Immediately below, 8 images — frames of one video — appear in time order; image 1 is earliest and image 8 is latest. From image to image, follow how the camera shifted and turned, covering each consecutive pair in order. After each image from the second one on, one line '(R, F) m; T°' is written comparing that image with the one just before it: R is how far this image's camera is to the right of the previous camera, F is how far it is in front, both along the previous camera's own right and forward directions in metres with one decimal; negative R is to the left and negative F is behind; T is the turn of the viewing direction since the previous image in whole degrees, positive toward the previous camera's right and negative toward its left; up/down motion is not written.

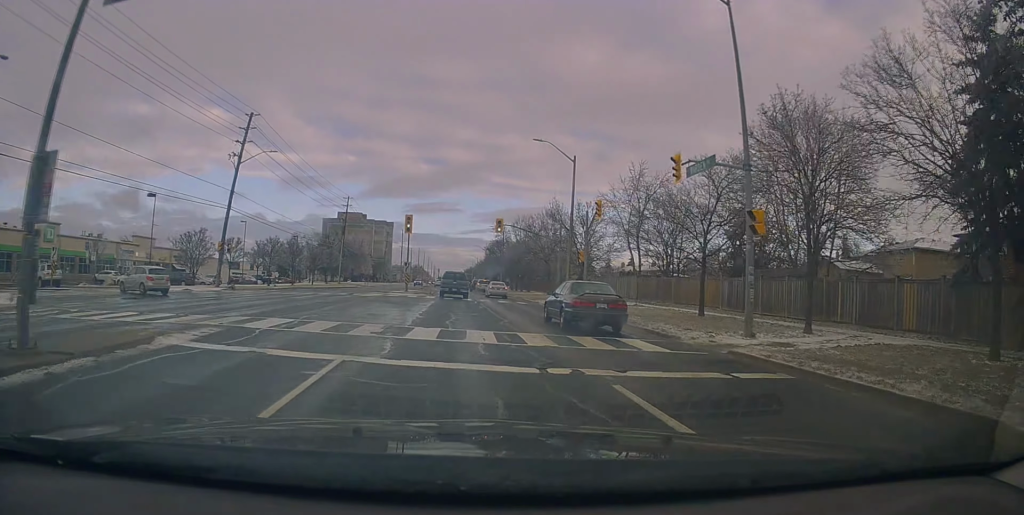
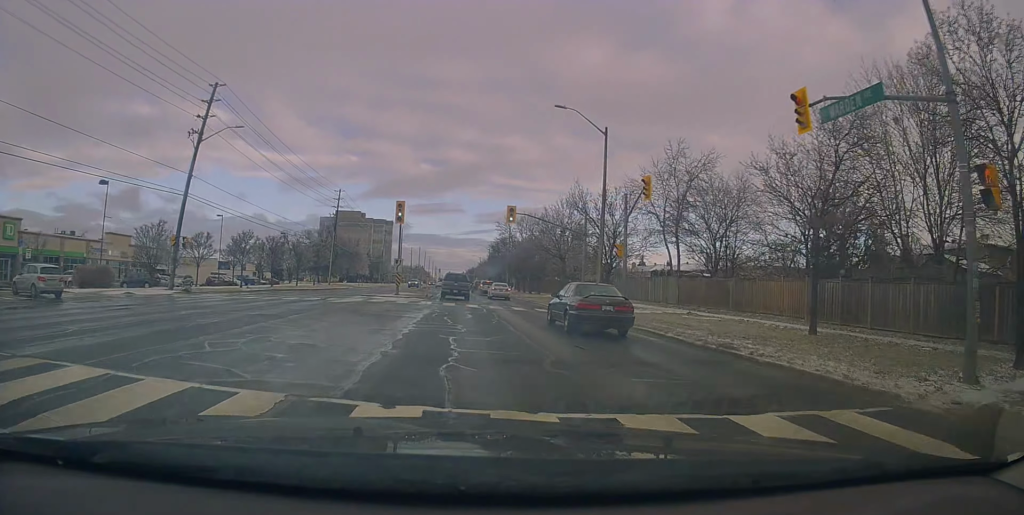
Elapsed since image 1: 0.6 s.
(+0.3, +8.4) m; -1°
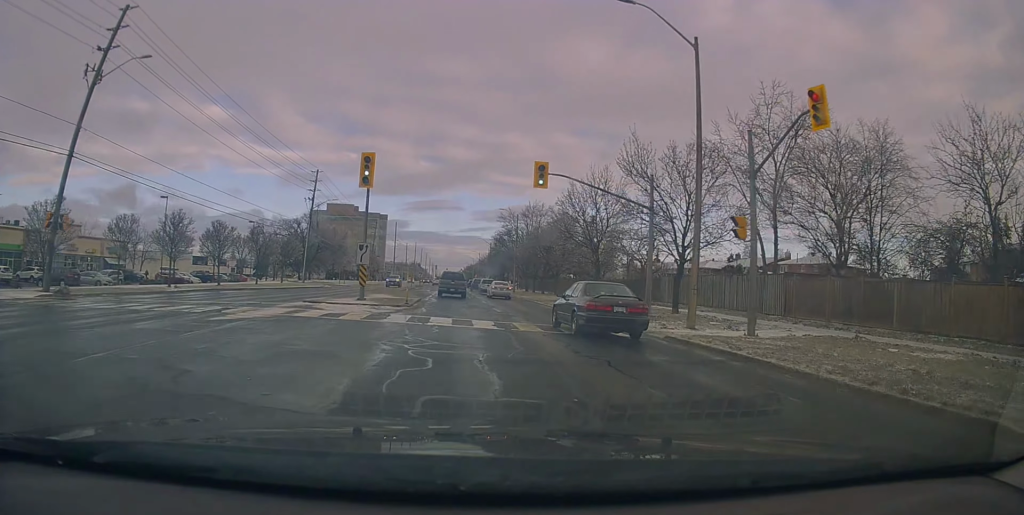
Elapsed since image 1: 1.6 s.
(-0.5, +12.8) m; -2°
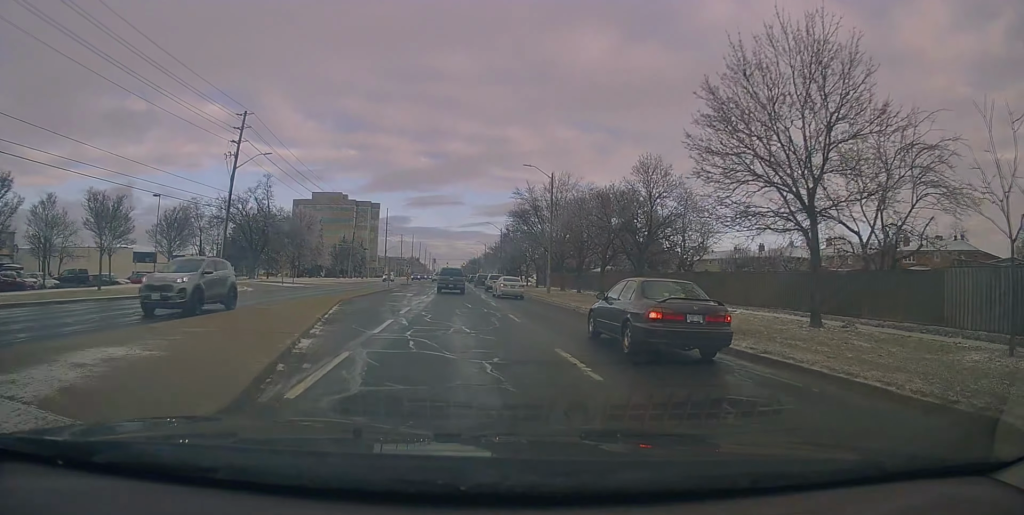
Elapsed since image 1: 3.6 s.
(+0.7, +26.3) m; +2°
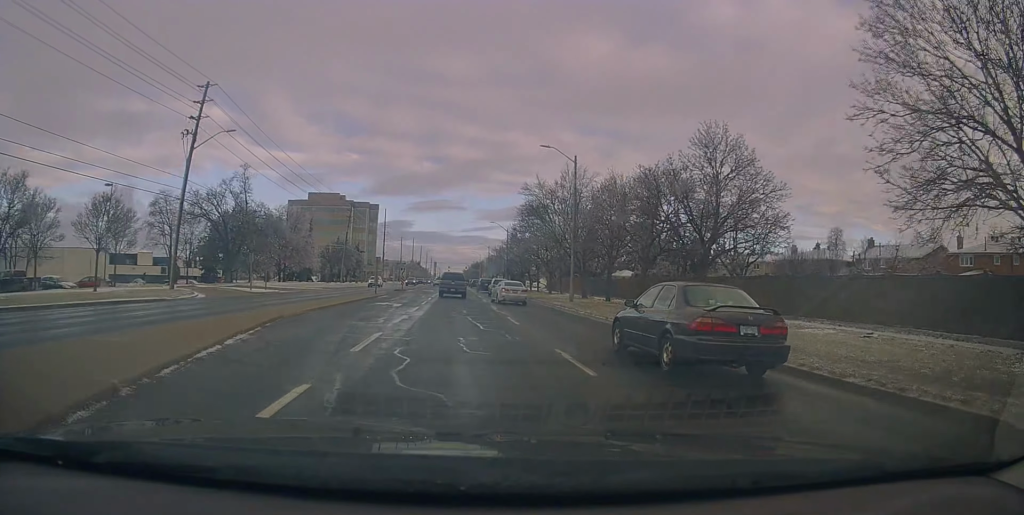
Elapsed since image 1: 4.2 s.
(0.0, +8.8) m; 0°
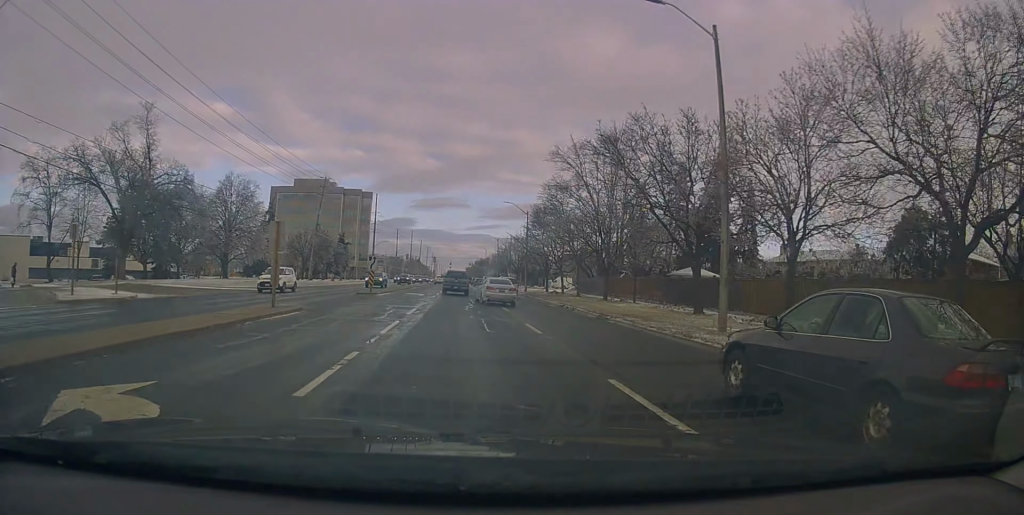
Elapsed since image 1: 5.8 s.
(-0.1, +22.9) m; -2°
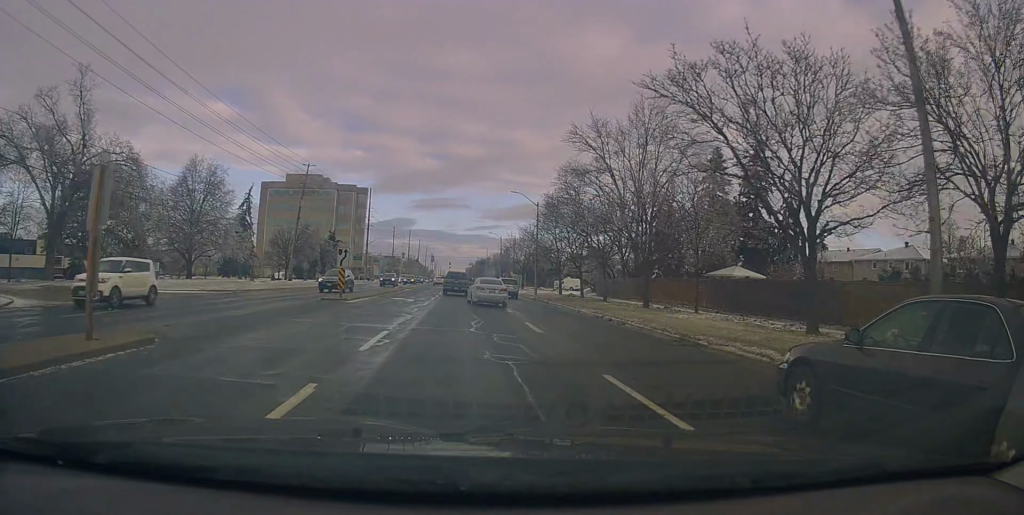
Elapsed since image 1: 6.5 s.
(-0.2, +8.9) m; 0°
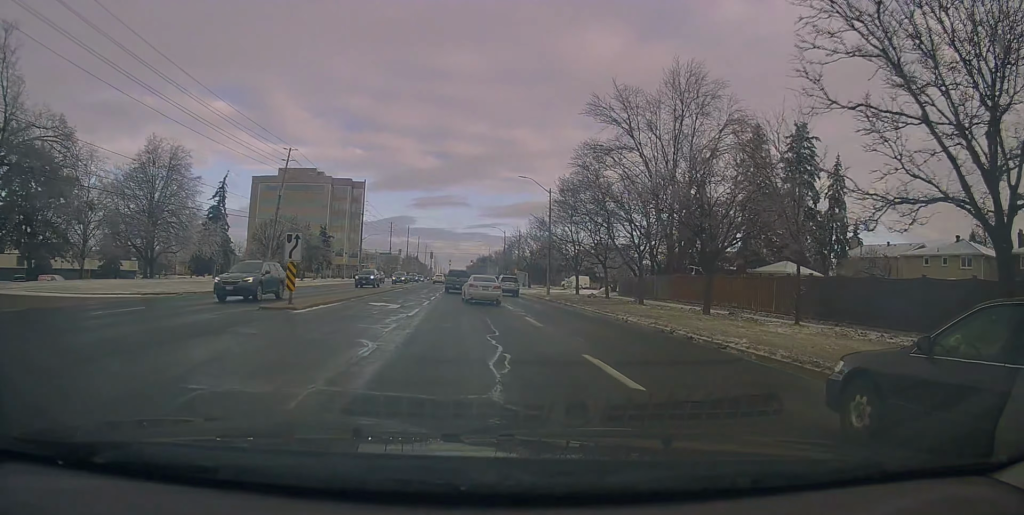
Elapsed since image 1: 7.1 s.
(-0.1, +8.1) m; 0°
